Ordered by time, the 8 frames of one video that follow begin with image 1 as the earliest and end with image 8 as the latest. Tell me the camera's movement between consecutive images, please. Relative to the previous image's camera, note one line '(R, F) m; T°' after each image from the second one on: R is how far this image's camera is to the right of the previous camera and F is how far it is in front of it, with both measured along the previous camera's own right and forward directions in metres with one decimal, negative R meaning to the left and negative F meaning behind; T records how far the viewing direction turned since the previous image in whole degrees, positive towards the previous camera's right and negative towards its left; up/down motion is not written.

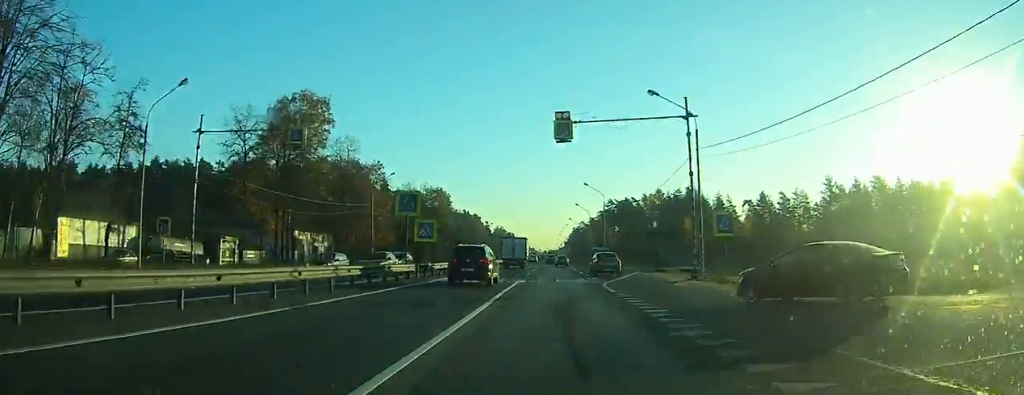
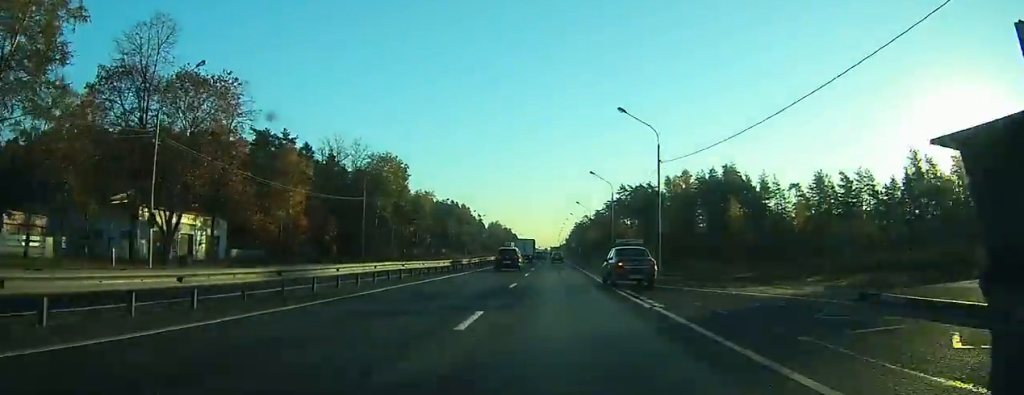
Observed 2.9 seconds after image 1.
(+0.1, +39.4) m; +1°
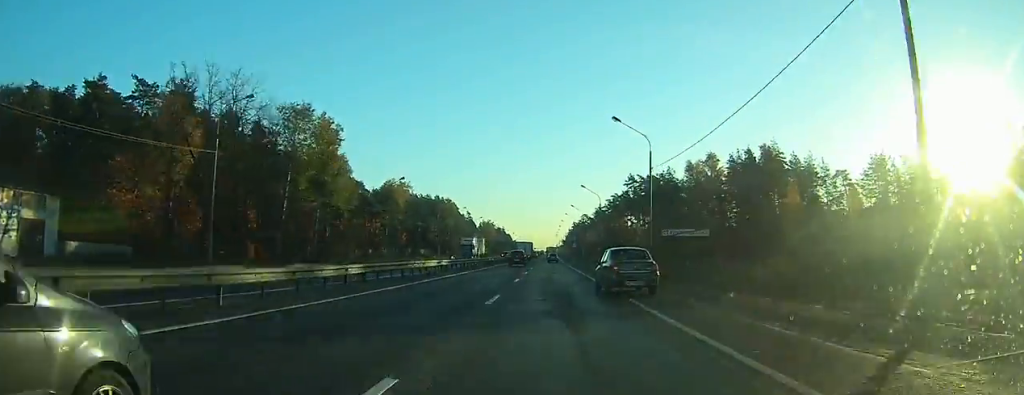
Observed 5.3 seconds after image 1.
(+0.1, +34.0) m; 0°
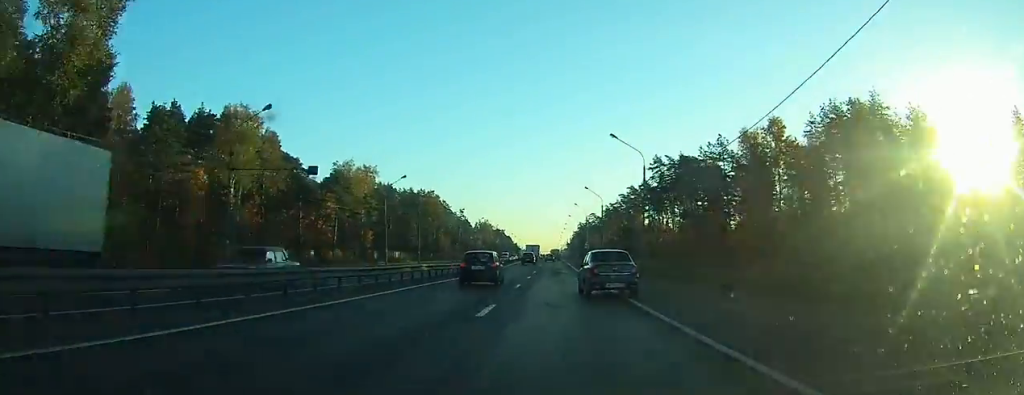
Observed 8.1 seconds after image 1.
(-0.5, +39.8) m; -1°
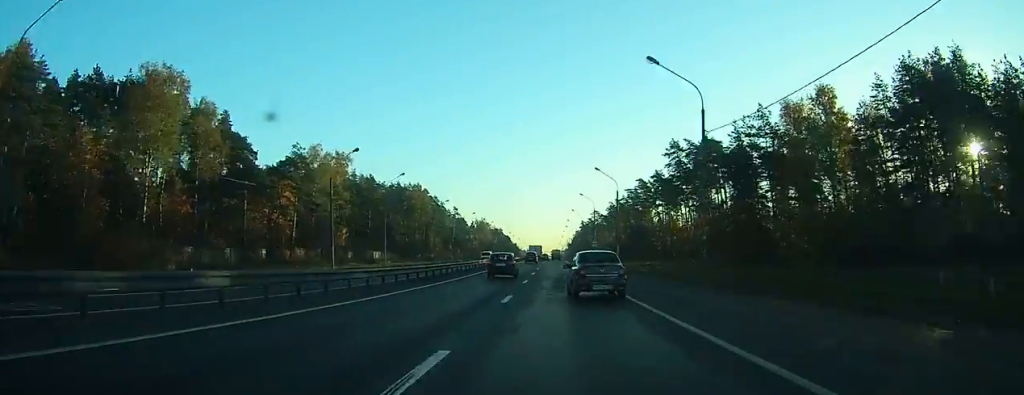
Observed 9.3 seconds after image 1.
(0.0, +18.2) m; 0°
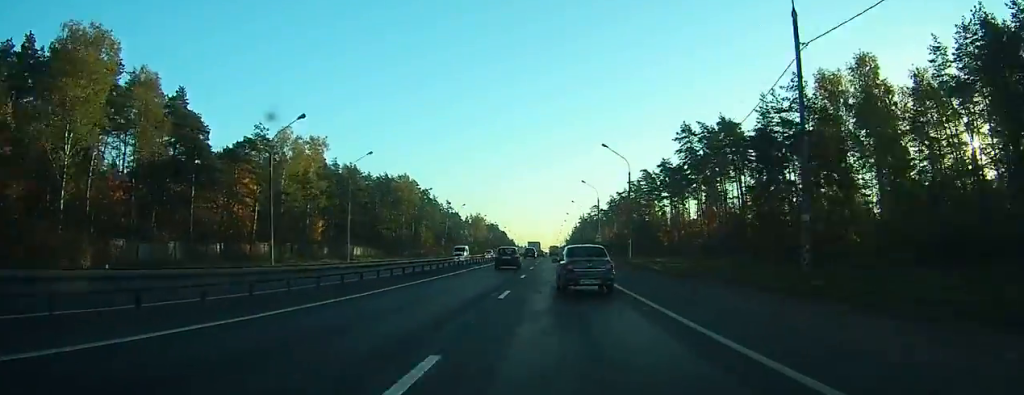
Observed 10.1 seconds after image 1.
(0.0, +11.6) m; 0°
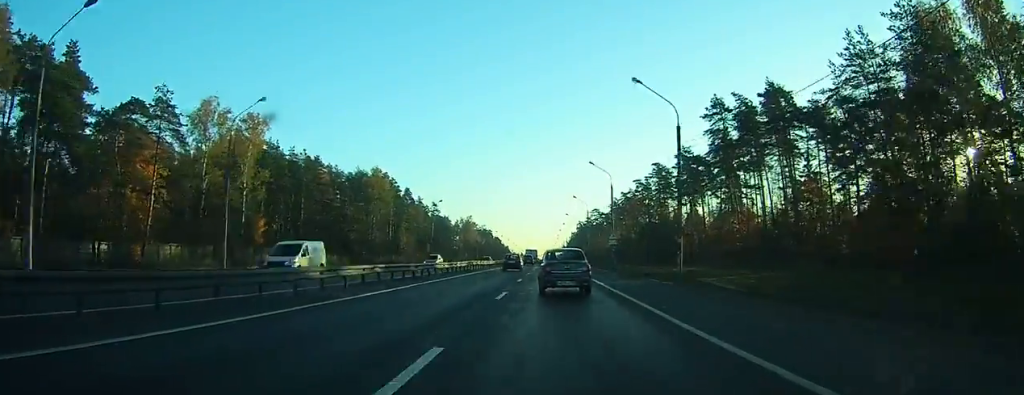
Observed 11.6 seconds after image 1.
(+0.1, +21.8) m; 0°
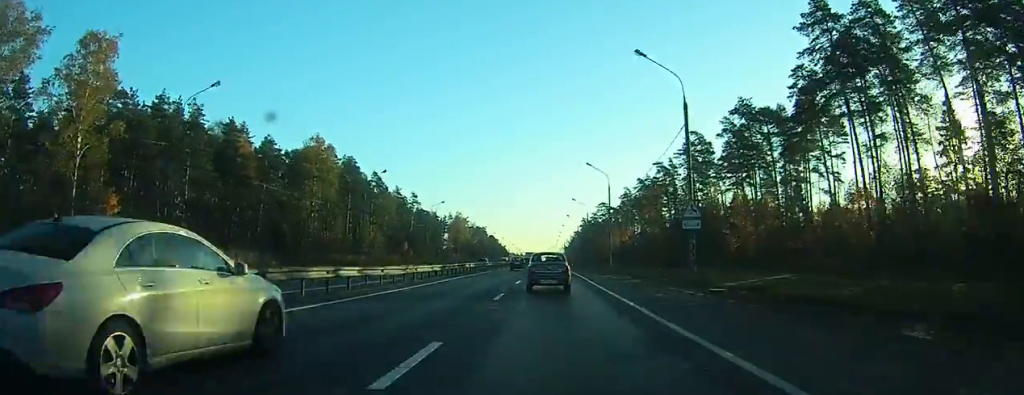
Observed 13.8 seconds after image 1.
(+0.2, +35.6) m; 0°
